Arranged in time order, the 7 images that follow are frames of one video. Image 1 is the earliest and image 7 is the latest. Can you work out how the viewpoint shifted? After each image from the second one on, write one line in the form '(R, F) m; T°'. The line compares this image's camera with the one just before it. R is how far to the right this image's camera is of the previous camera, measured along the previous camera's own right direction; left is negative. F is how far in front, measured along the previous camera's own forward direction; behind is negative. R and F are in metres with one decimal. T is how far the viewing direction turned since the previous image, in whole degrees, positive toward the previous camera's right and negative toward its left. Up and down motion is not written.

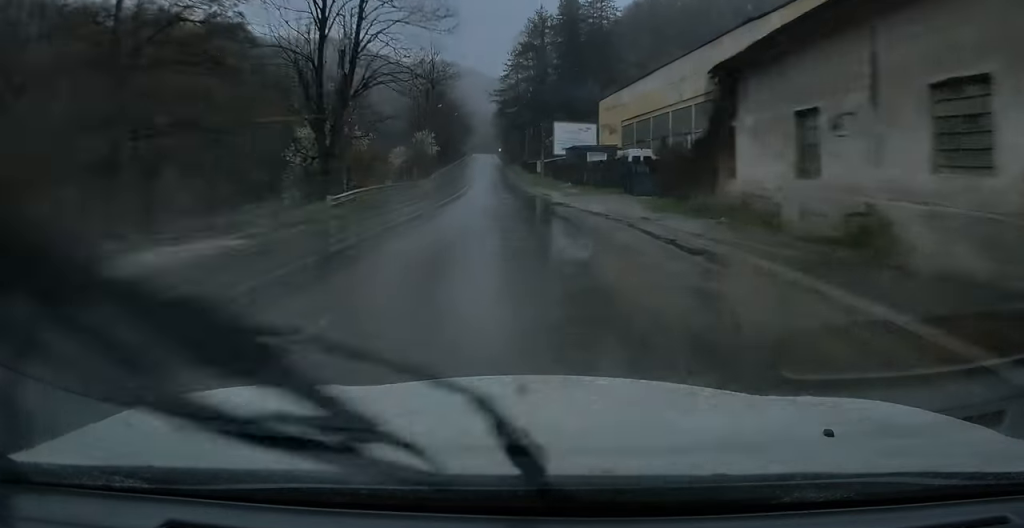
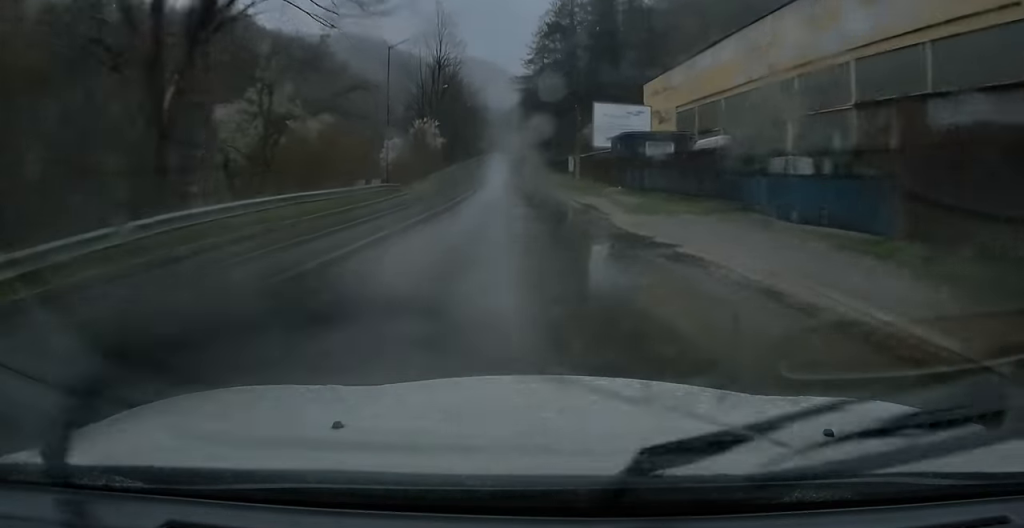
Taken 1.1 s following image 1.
(-0.2, +16.3) m; -1°
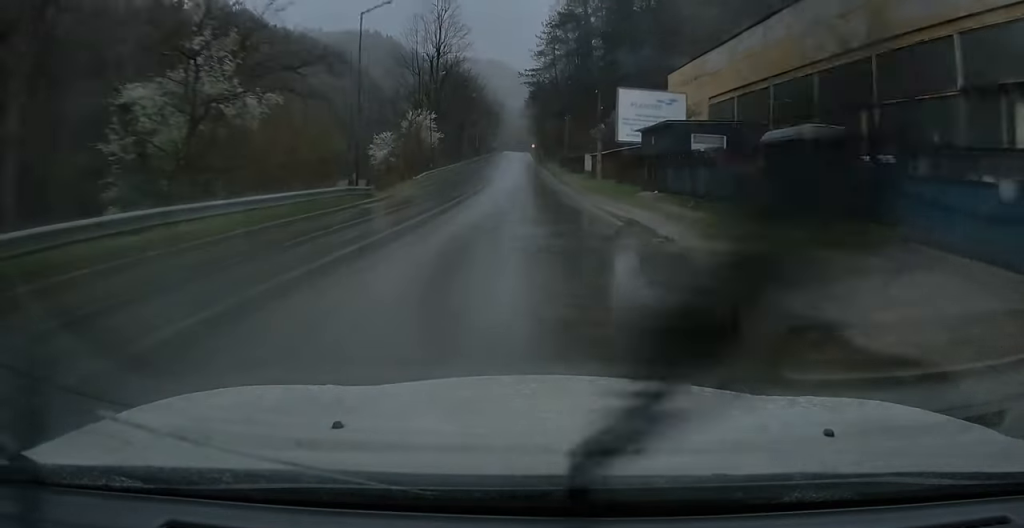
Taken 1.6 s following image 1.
(0.0, +7.9) m; -1°
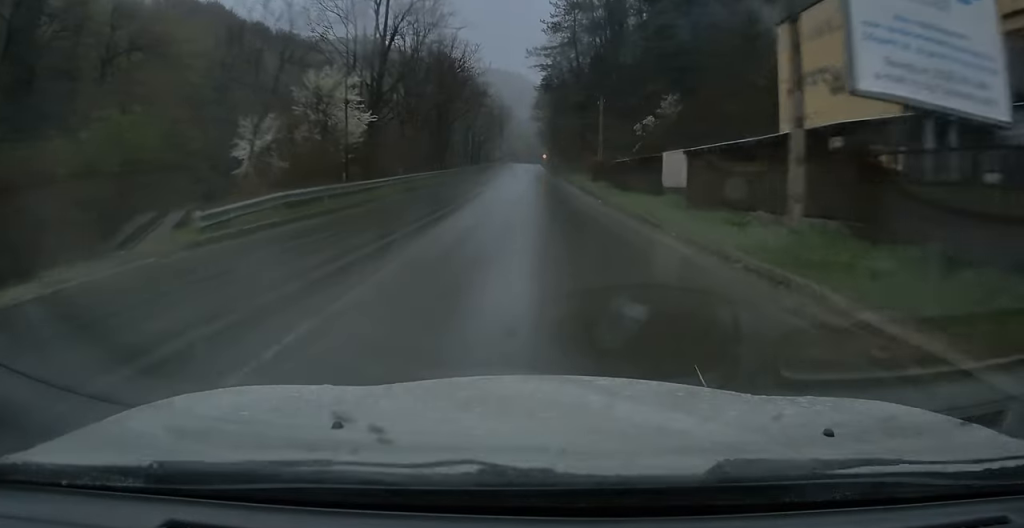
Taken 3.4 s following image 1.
(-0.3, +26.9) m; -1°
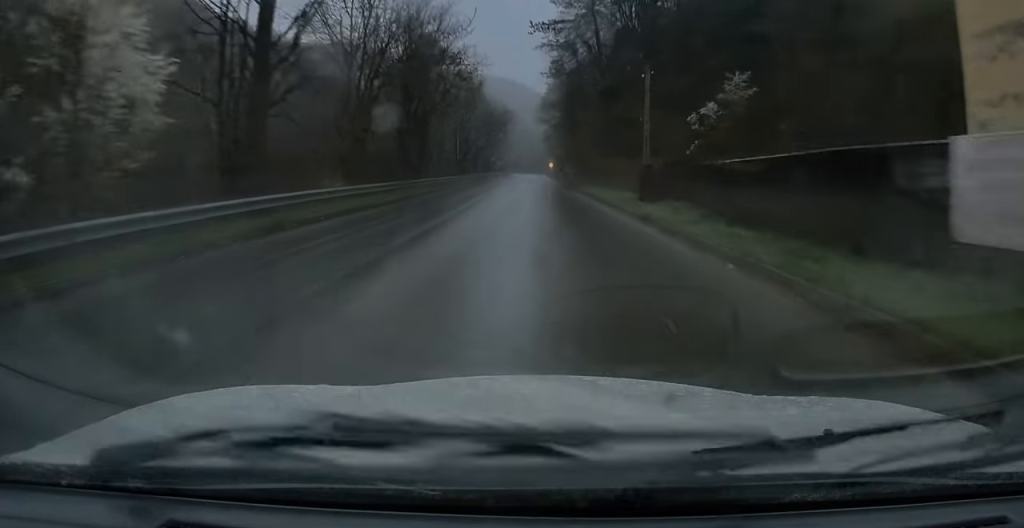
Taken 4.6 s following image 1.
(-0.2, +17.1) m; -1°
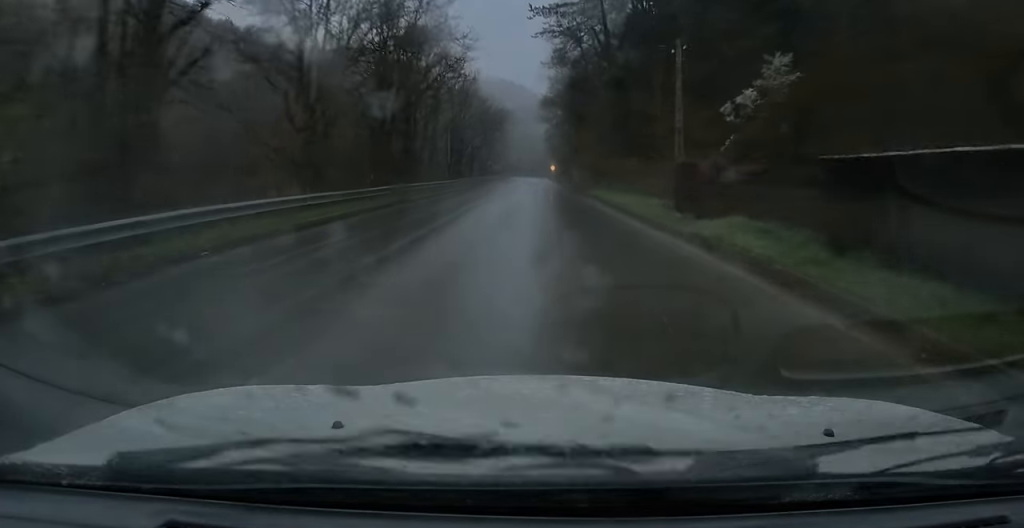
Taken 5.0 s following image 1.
(0.0, +6.6) m; 0°
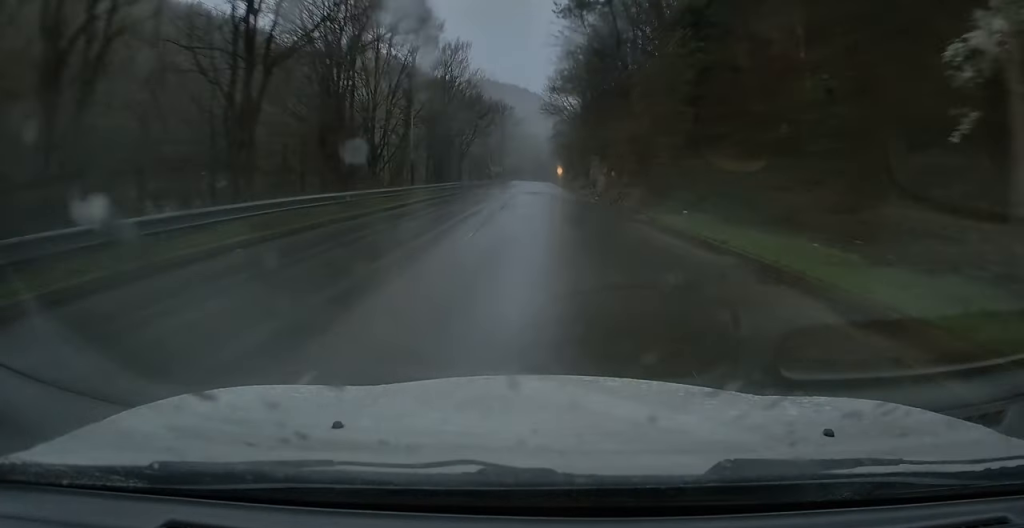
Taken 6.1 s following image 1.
(0.0, +17.5) m; +1°
